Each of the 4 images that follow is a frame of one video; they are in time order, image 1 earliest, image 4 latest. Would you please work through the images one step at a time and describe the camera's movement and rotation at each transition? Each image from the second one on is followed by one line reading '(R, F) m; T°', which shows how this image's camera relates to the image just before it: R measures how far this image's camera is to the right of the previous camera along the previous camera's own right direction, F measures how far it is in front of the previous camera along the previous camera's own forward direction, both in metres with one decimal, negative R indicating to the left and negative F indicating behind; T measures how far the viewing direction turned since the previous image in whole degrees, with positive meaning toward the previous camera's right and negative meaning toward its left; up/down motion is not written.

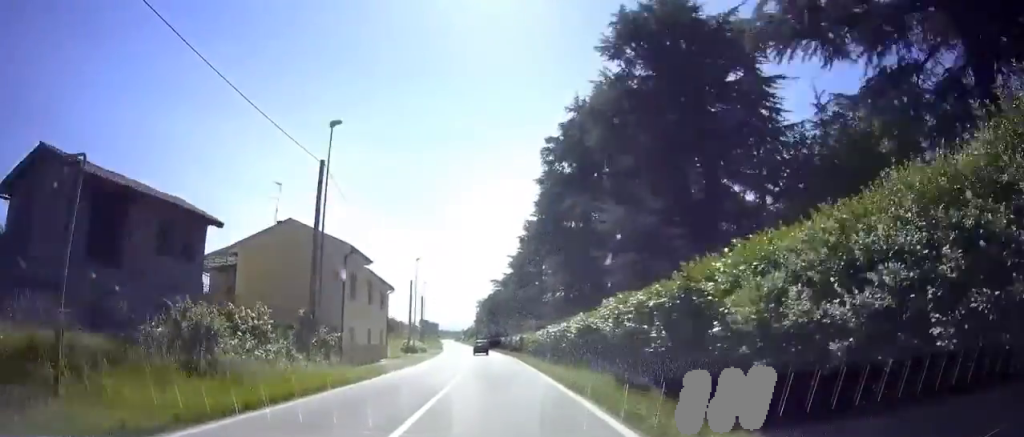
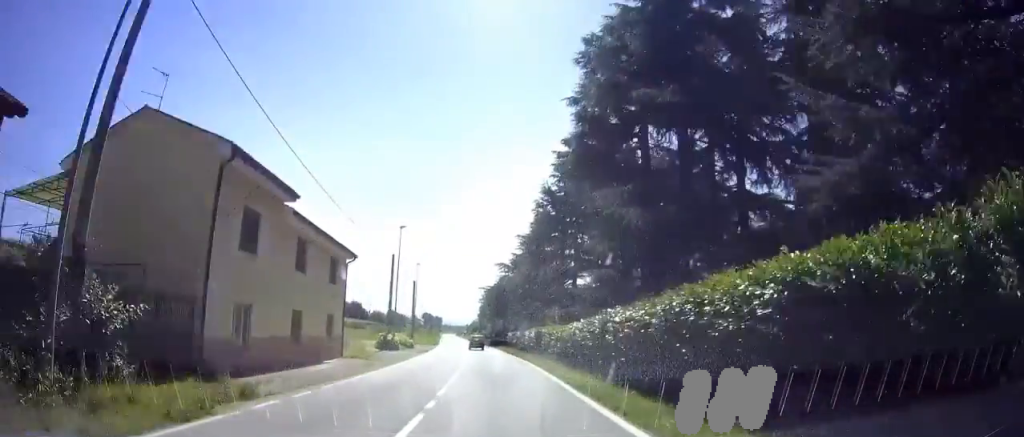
(+0.2, +13.9) m; 0°
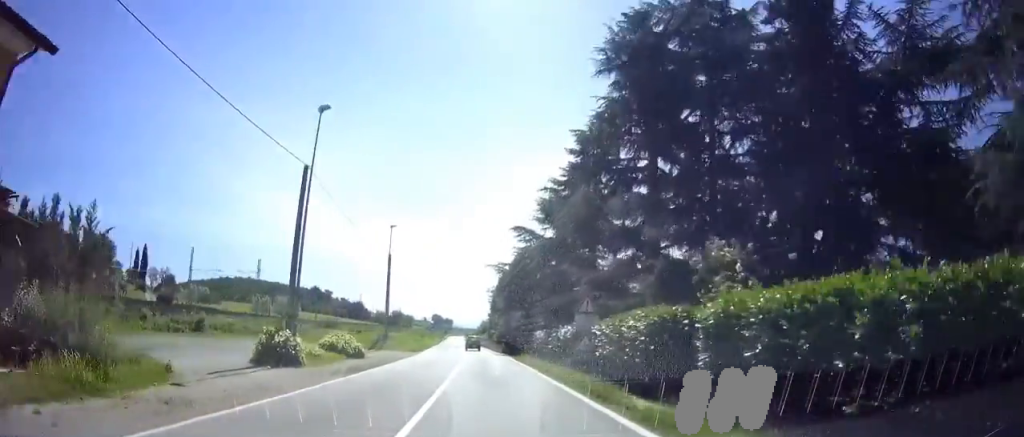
(-0.6, +23.4) m; -3°
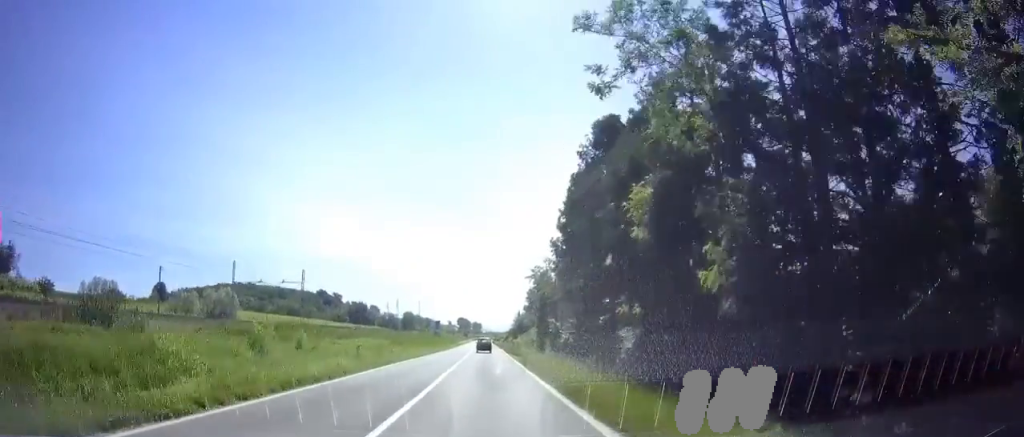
(-0.7, +57.9) m; -1°
